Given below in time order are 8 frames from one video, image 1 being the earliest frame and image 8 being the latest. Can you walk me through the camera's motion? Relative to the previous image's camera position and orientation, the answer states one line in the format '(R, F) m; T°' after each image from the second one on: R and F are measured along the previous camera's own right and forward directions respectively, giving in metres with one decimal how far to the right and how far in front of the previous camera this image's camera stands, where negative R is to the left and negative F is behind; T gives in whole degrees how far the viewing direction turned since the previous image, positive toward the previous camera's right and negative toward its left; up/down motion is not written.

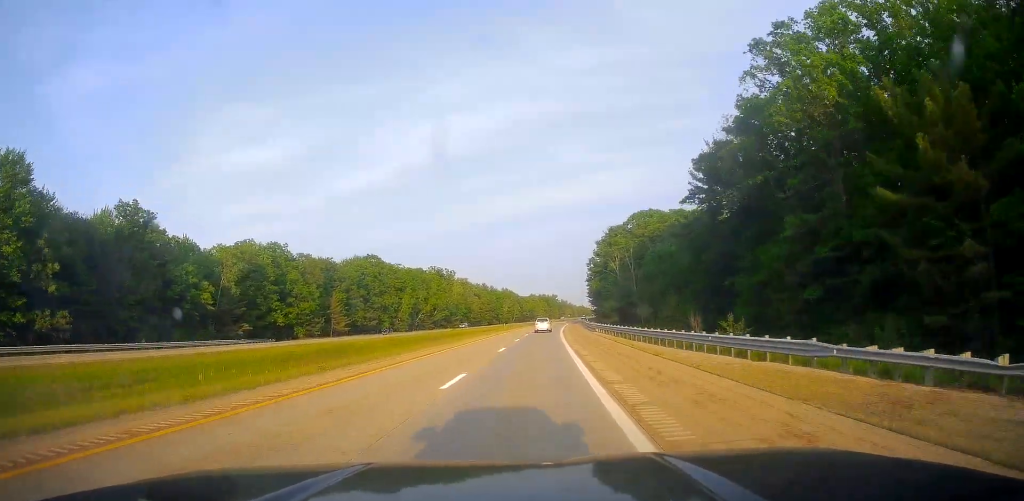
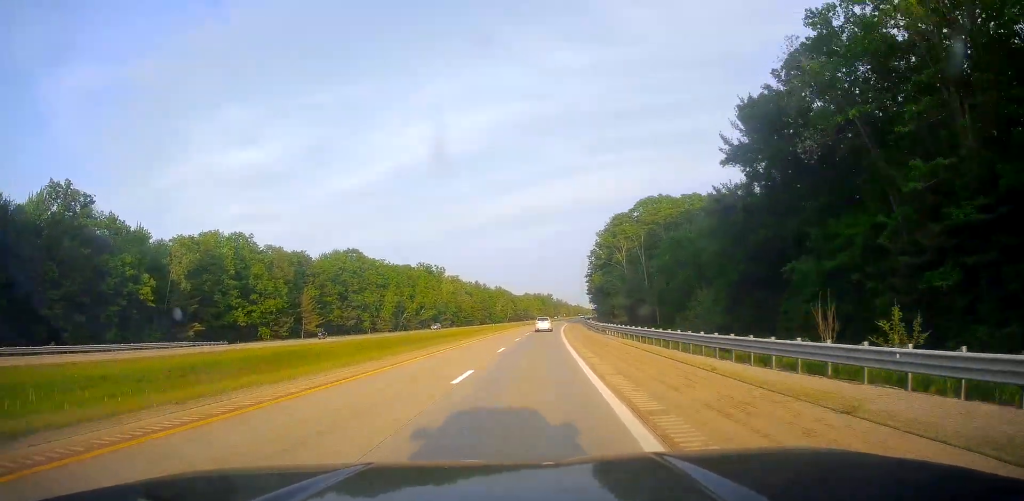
(+0.1, +15.6) m; 0°
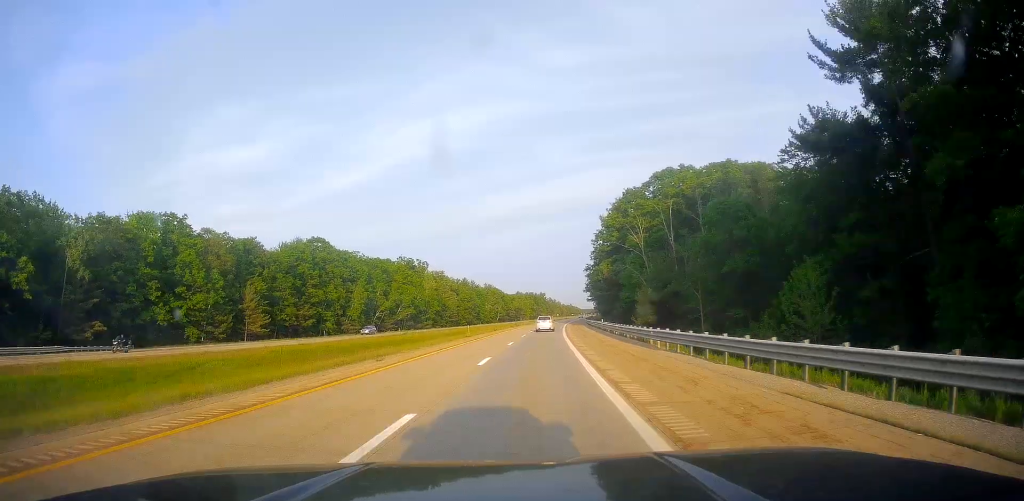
(0.0, +24.0) m; 0°
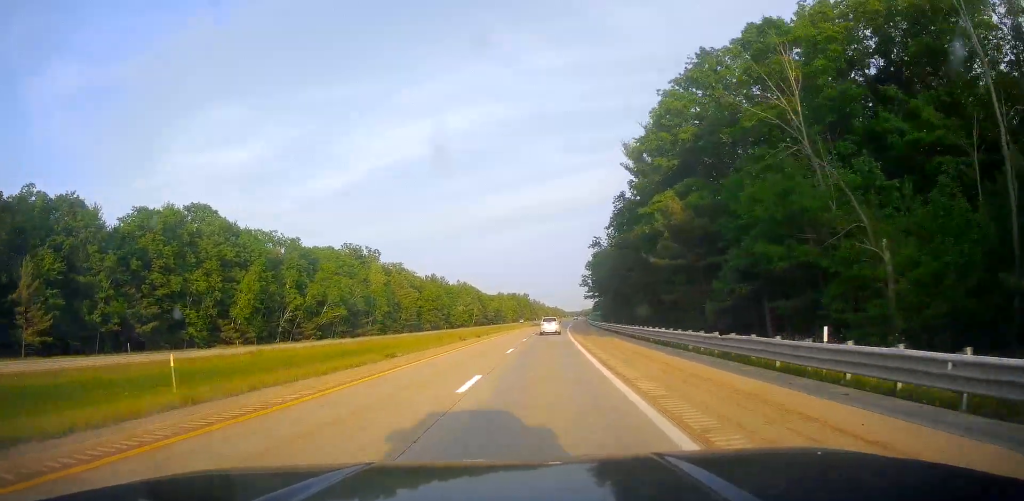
(+0.2, +52.5) m; +2°
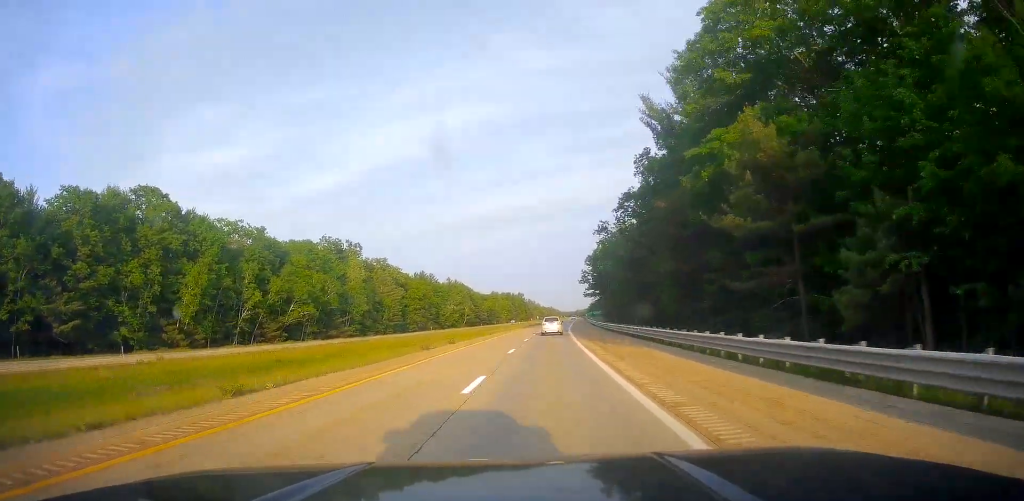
(+0.4, +15.5) m; +1°
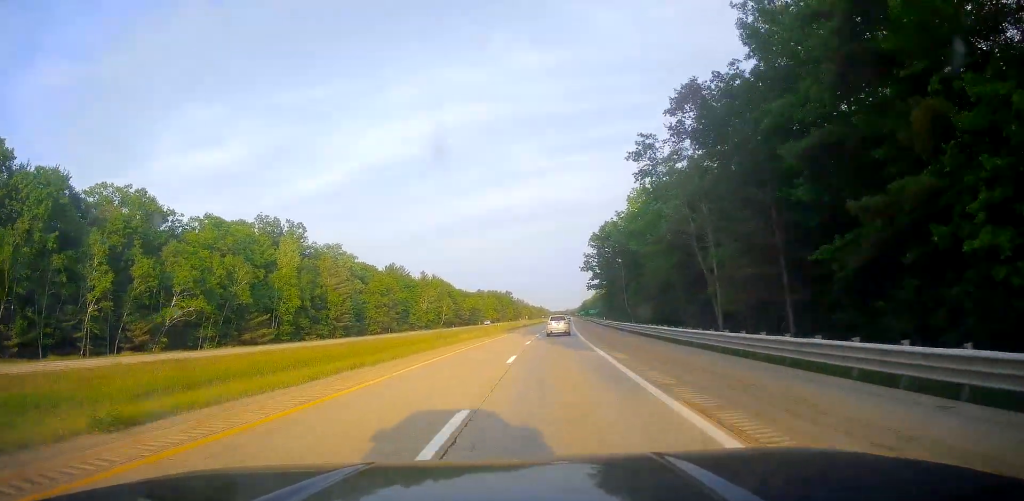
(+0.3, +37.0) m; +1°
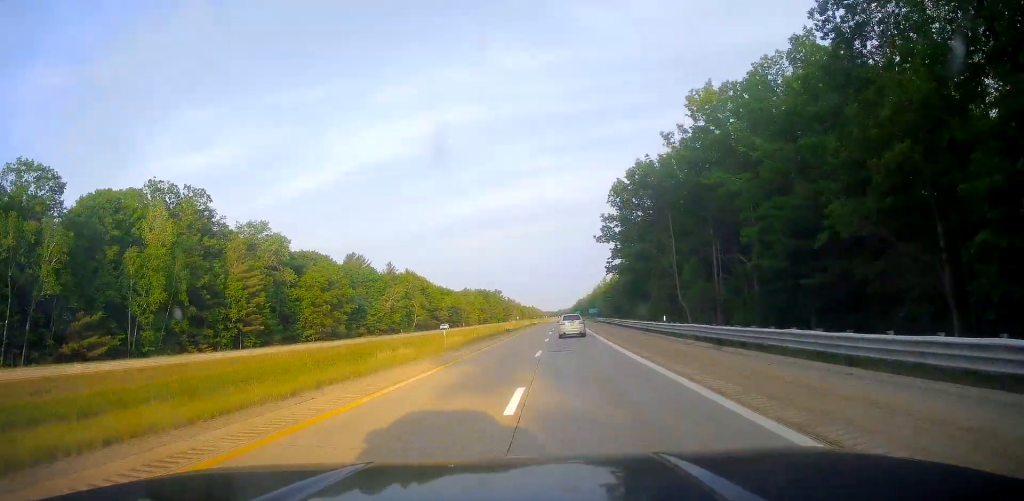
(+0.7, +42.0) m; +1°
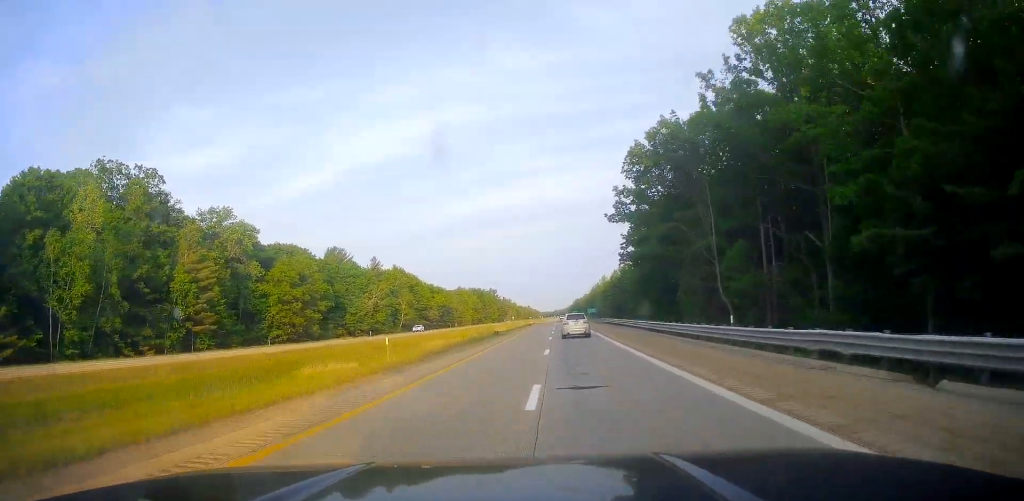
(0.0, +14.4) m; 0°
